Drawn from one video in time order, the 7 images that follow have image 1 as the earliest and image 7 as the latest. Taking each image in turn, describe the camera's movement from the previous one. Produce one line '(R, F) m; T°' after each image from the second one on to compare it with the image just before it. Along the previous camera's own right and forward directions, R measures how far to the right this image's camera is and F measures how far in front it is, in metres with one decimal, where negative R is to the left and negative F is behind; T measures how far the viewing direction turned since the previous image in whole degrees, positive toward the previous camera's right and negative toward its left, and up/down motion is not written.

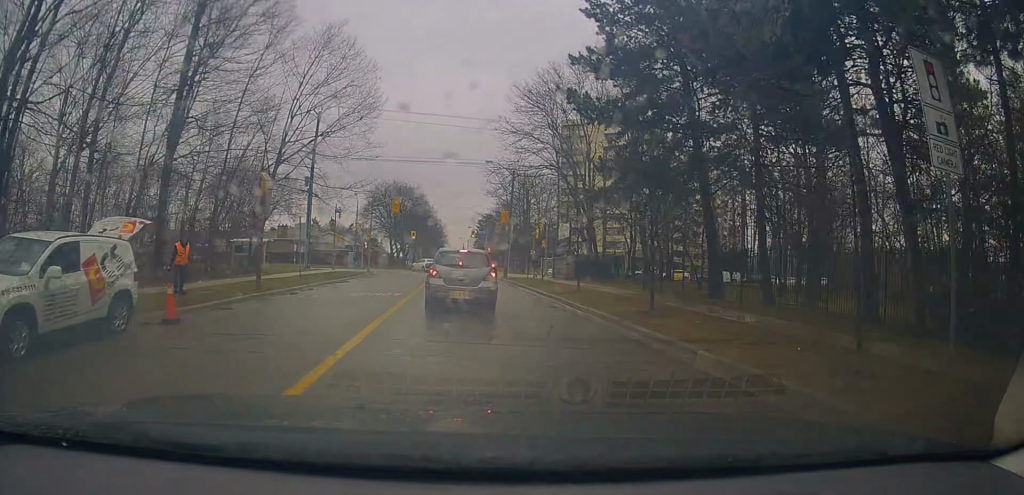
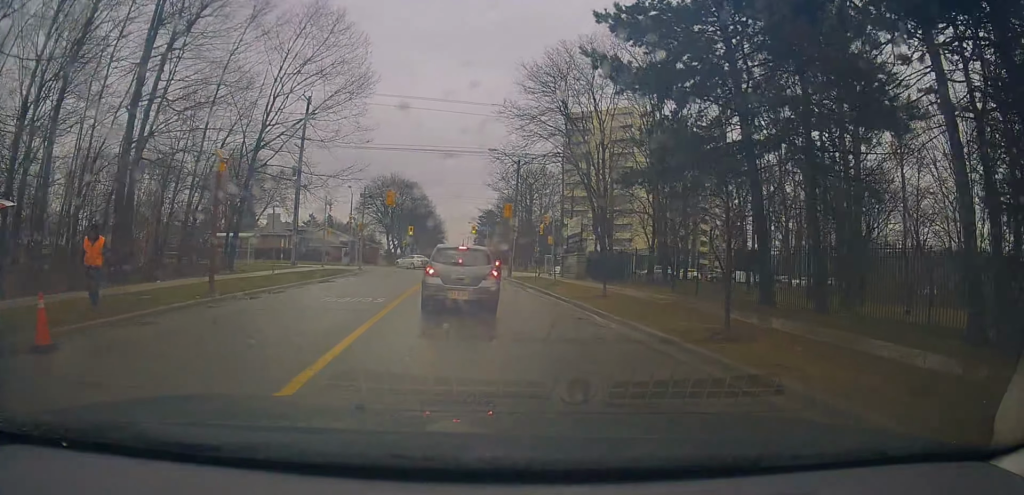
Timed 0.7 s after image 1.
(0.0, +2.9) m; +1°
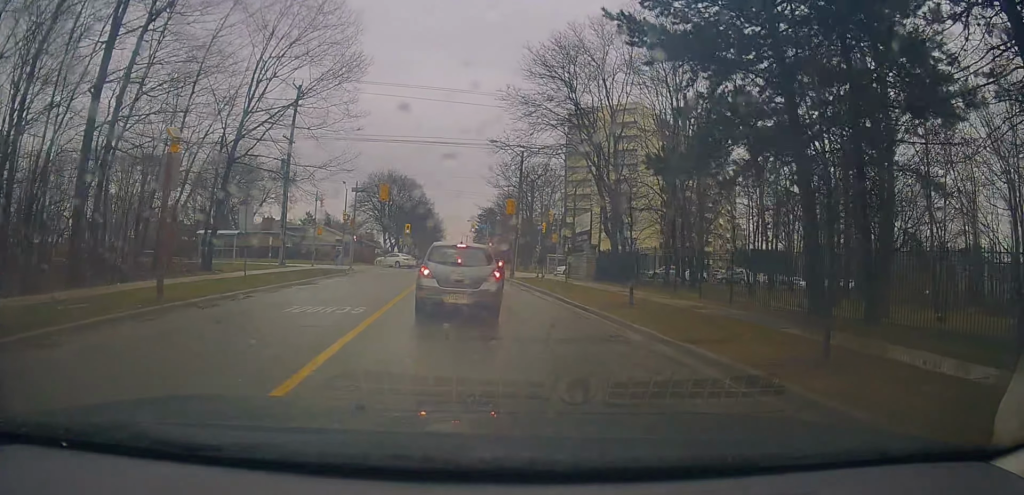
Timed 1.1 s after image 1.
(0.0, +1.9) m; +1°
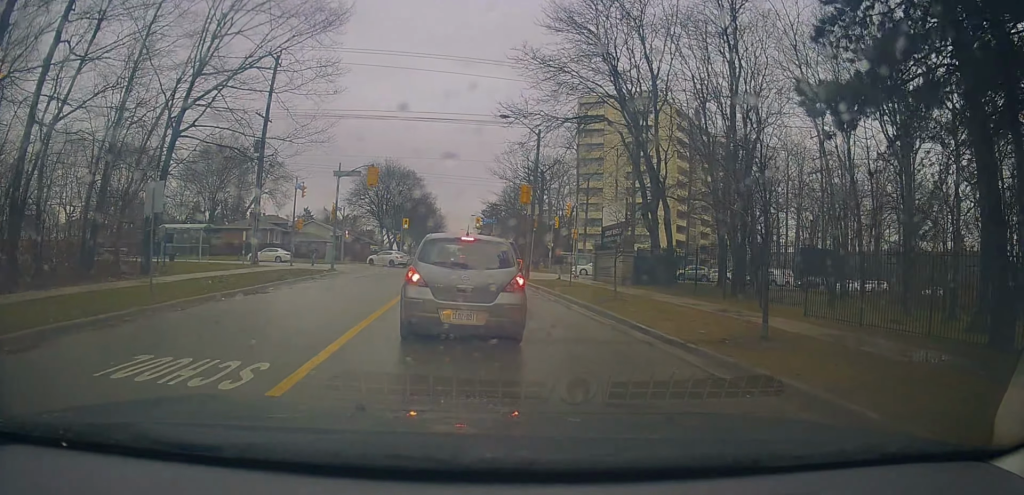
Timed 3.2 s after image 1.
(+0.3, +5.7) m; +5°
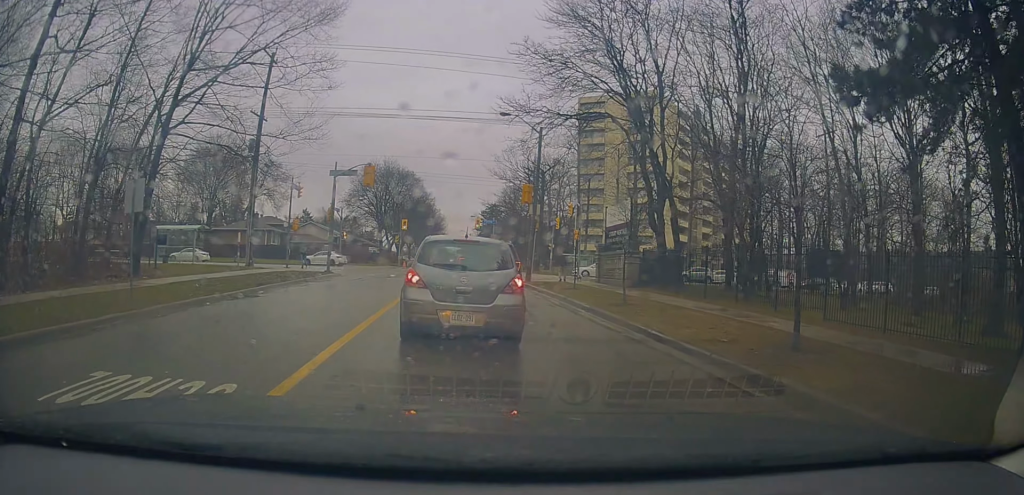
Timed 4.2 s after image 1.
(+0.2, +0.7) m; 0°
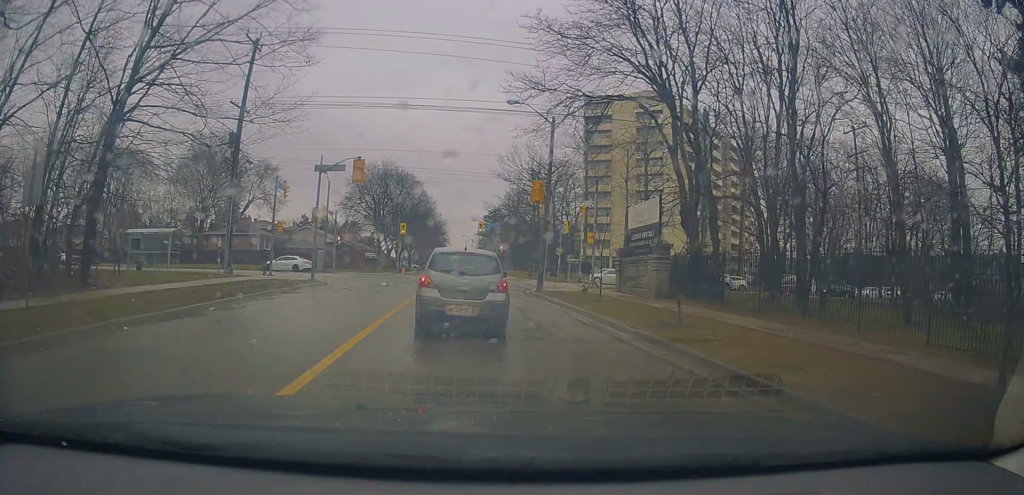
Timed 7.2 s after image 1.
(0.0, +3.5) m; -2°
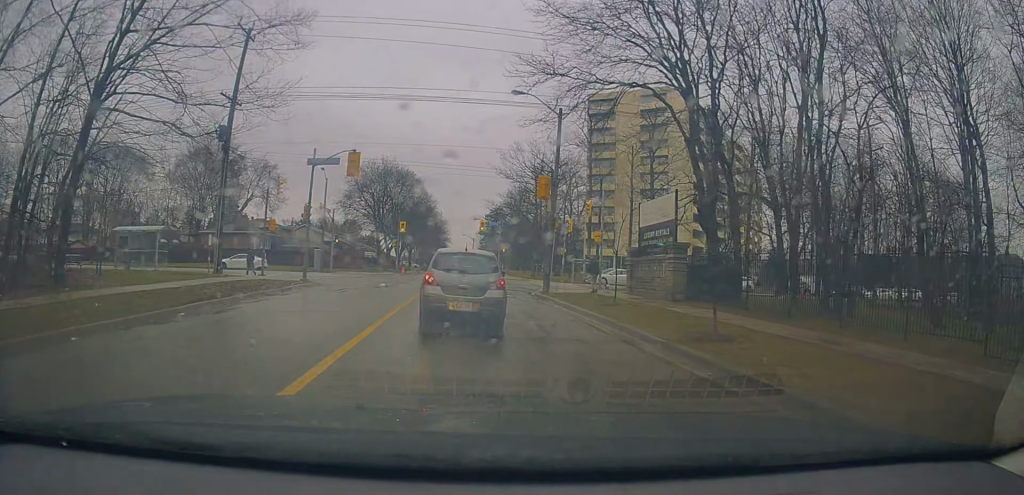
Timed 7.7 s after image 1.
(+0.1, +2.2) m; +1°
